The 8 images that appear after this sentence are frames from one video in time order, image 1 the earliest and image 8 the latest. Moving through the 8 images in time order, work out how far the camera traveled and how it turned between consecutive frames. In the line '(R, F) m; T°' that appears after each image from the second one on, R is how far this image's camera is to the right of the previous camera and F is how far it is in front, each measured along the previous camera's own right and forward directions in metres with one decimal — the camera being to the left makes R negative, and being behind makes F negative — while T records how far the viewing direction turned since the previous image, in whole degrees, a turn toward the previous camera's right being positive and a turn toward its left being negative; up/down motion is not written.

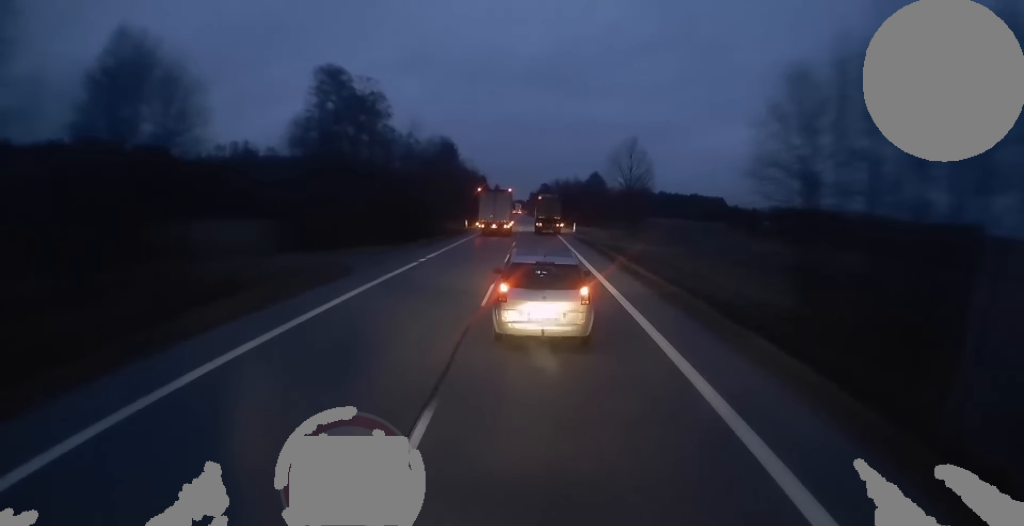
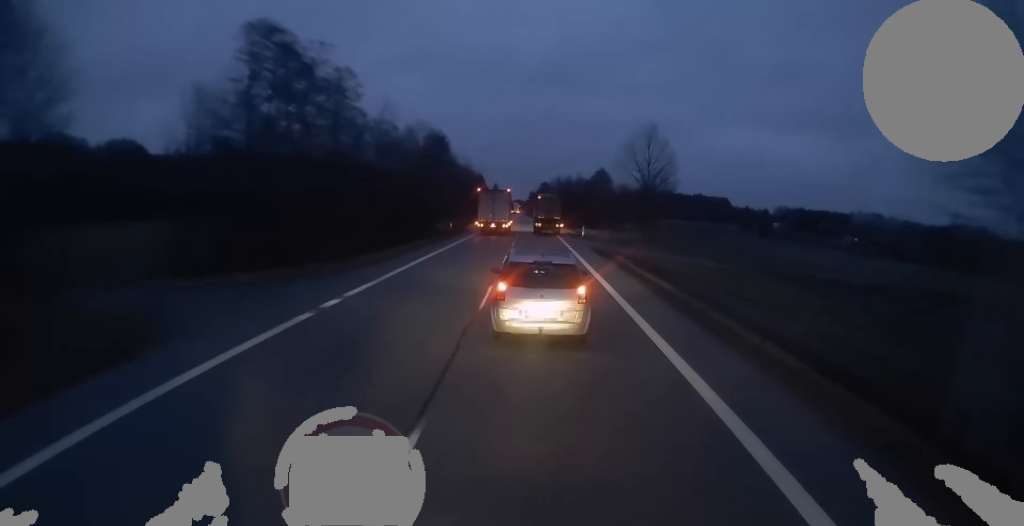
(0.0, +12.3) m; 0°
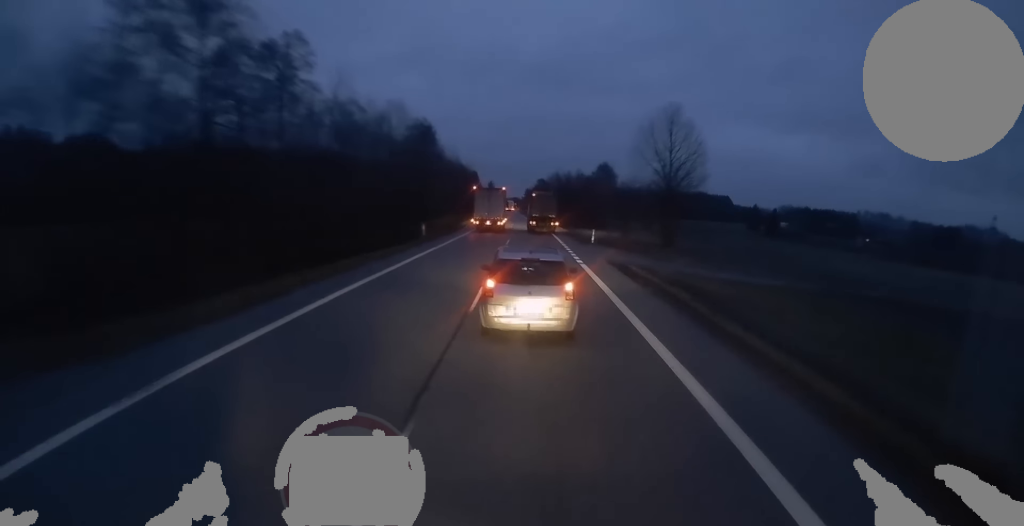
(-0.1, +12.5) m; 0°
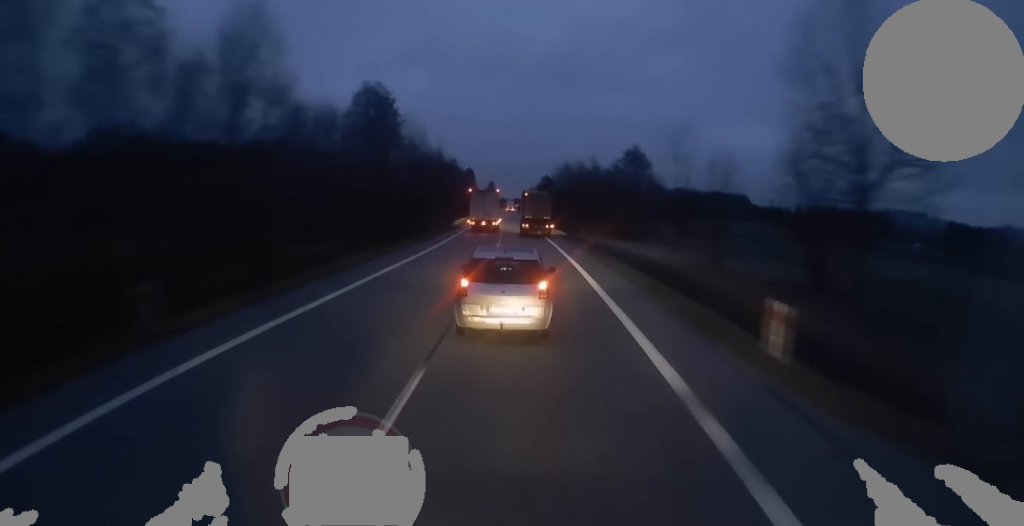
(-0.1, +33.3) m; -1°
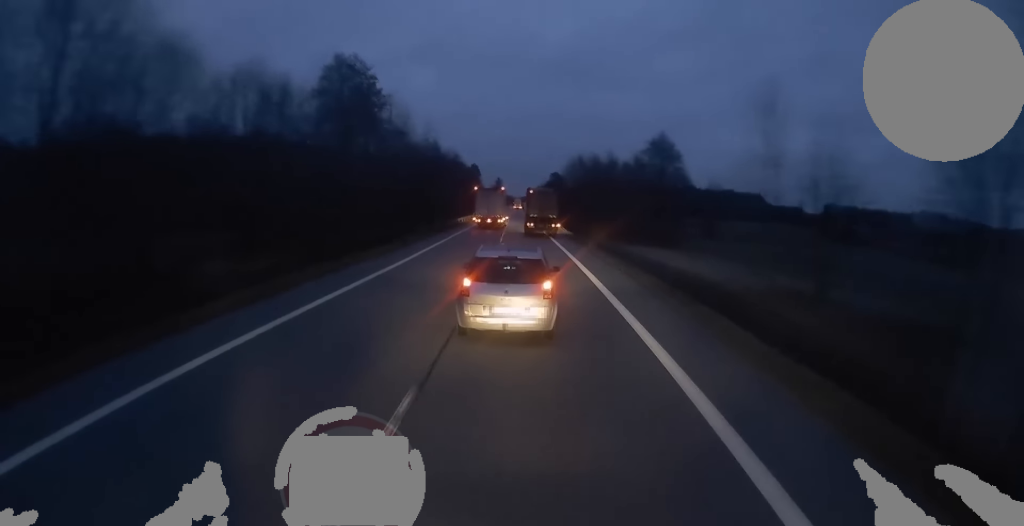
(-0.1, +13.2) m; 0°
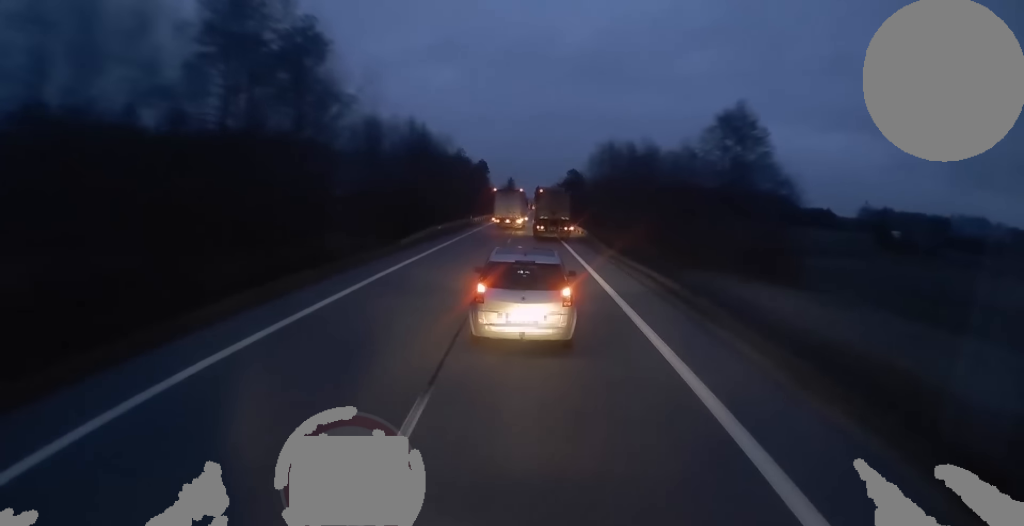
(0.0, +24.3) m; -1°
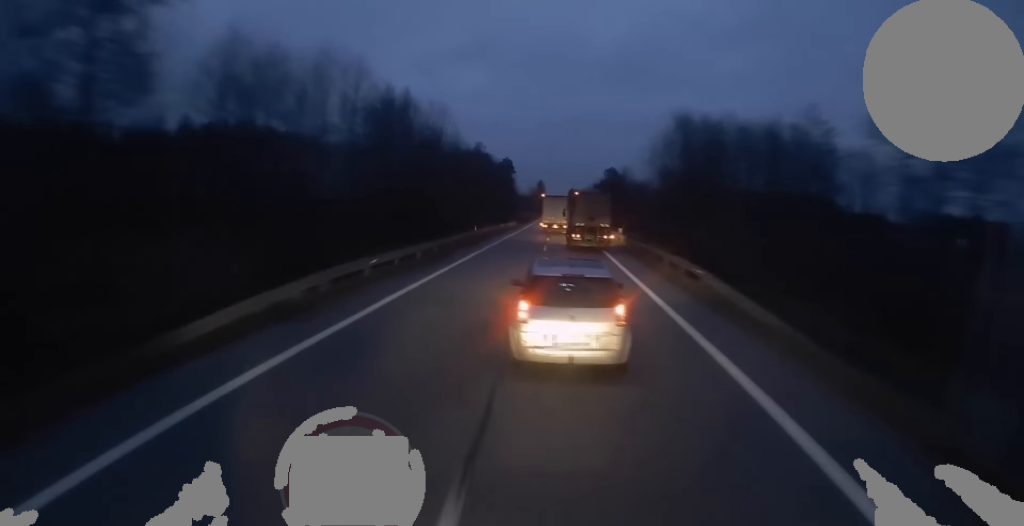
(-0.4, +26.2) m; -2°
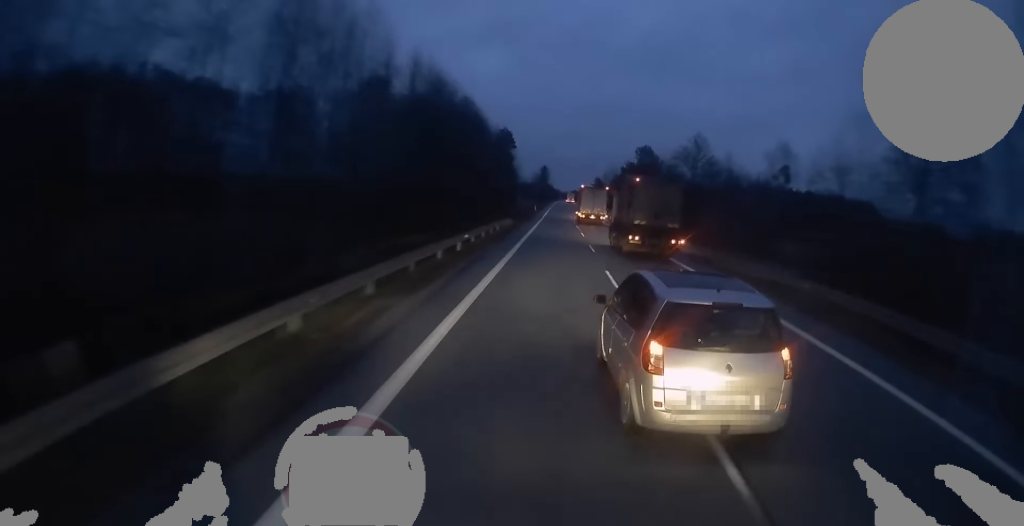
(-0.2, +44.0) m; -1°
